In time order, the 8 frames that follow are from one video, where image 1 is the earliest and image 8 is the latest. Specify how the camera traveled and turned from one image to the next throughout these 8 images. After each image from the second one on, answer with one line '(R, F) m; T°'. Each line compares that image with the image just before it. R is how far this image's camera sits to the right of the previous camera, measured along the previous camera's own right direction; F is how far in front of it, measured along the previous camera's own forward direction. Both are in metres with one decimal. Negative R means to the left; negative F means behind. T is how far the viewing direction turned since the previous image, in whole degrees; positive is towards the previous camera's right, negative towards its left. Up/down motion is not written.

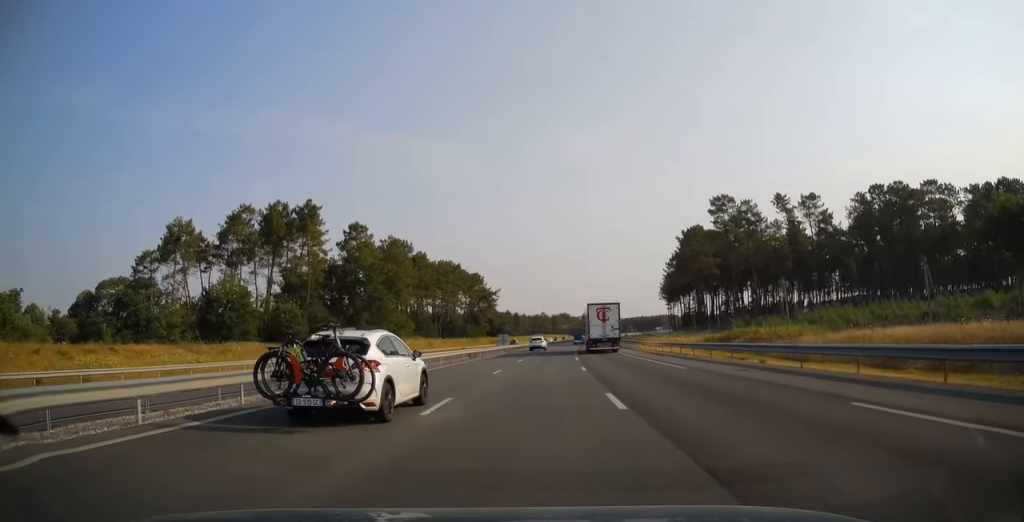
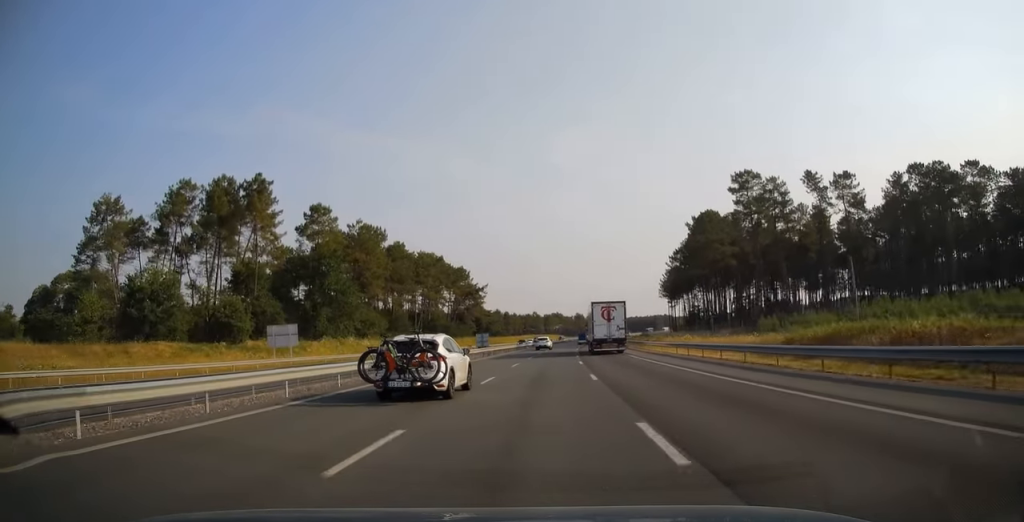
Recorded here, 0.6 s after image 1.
(0.0, +17.7) m; +1°
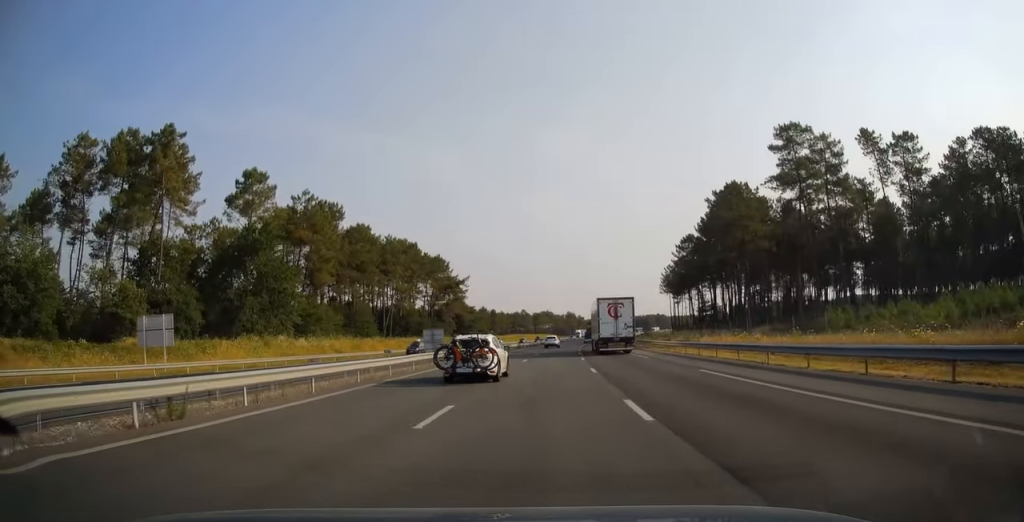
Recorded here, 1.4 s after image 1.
(+0.2, +22.6) m; +1°
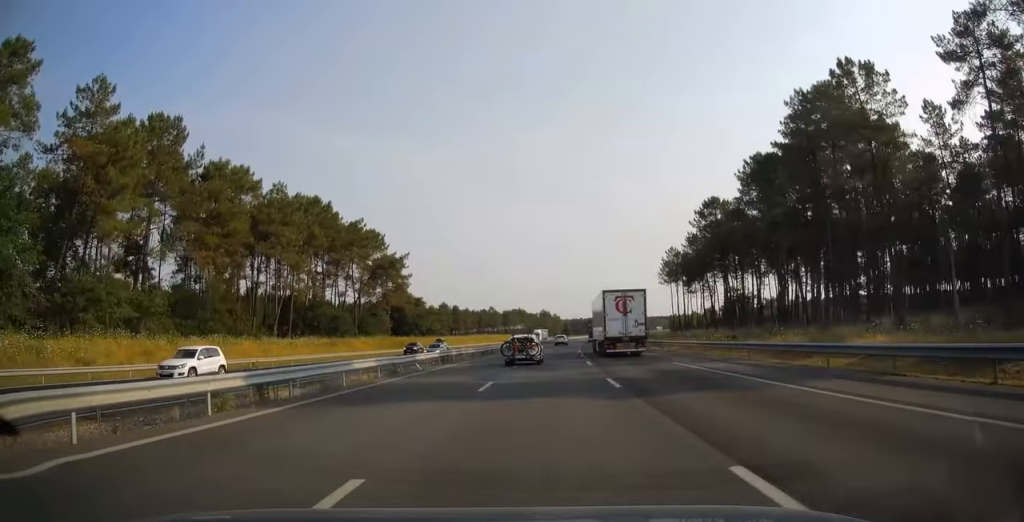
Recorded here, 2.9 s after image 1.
(+1.0, +45.6) m; +3°
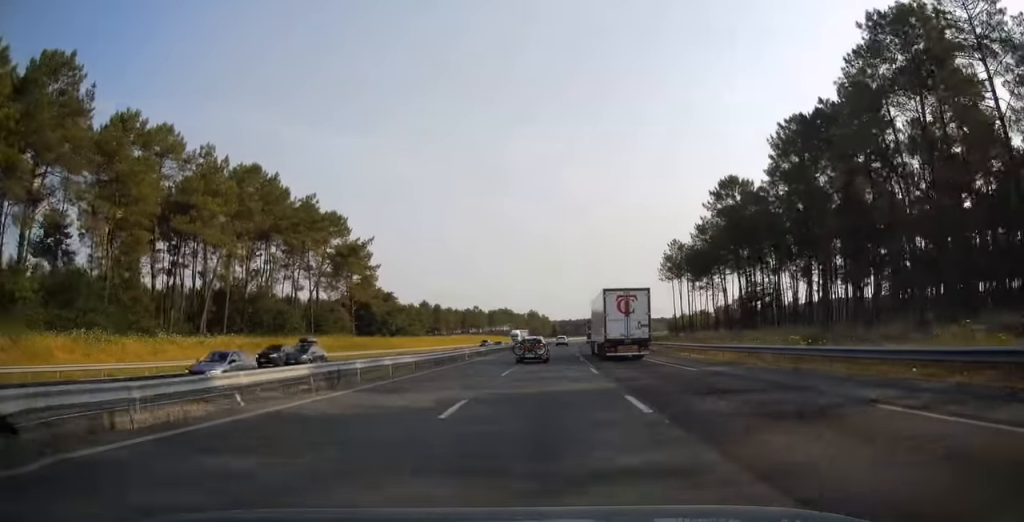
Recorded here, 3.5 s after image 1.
(+0.2, +18.2) m; +1°
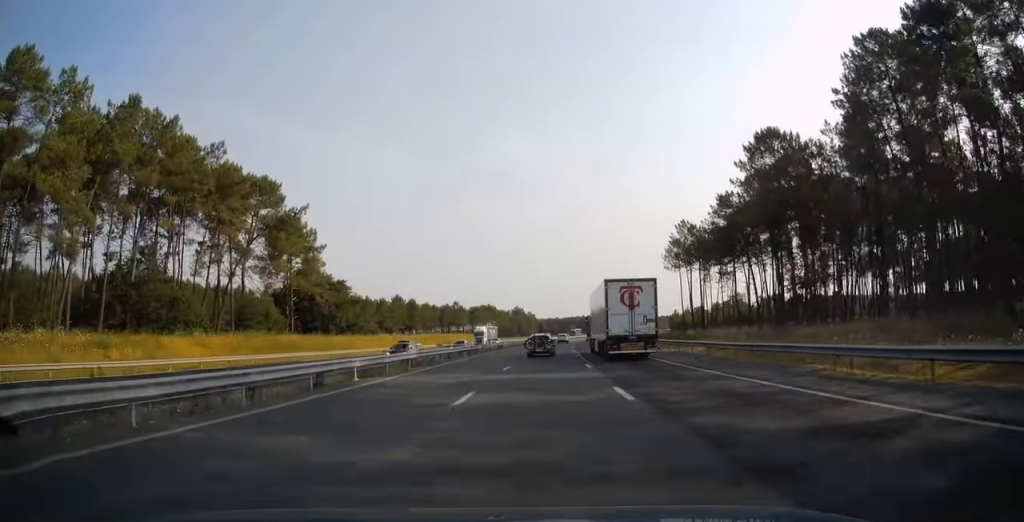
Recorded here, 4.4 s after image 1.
(+0.3, +24.1) m; +1°
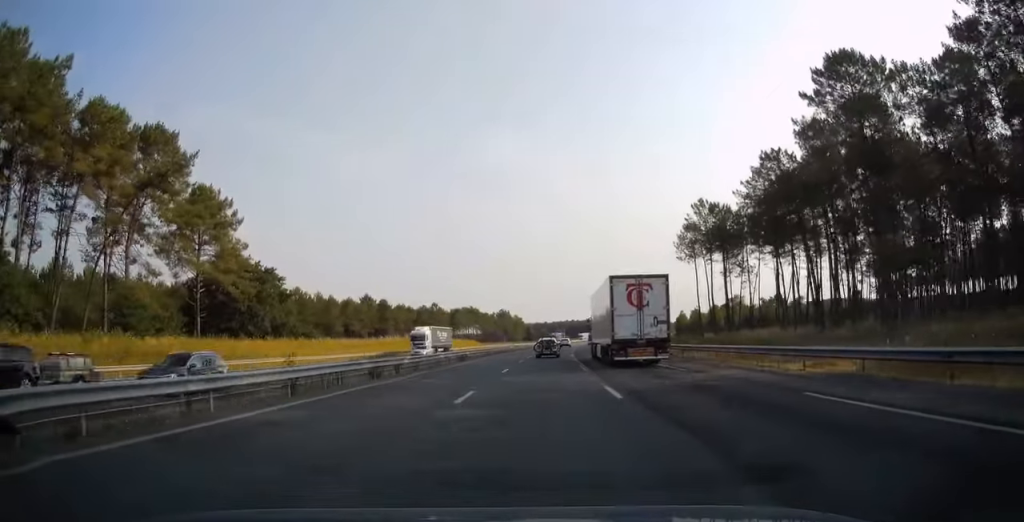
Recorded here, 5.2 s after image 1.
(+0.3, +25.0) m; +1°
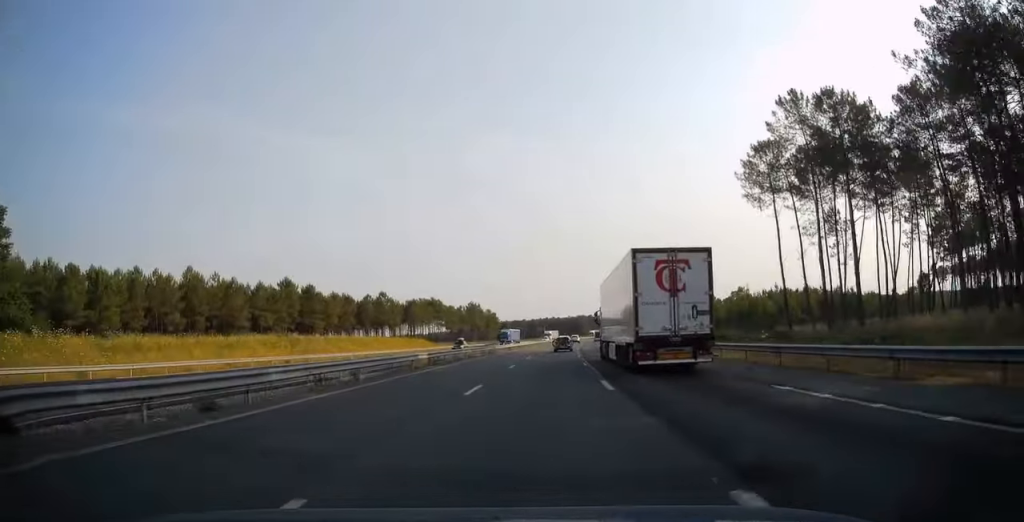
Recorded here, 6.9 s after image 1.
(+0.9, +50.0) m; +2°
